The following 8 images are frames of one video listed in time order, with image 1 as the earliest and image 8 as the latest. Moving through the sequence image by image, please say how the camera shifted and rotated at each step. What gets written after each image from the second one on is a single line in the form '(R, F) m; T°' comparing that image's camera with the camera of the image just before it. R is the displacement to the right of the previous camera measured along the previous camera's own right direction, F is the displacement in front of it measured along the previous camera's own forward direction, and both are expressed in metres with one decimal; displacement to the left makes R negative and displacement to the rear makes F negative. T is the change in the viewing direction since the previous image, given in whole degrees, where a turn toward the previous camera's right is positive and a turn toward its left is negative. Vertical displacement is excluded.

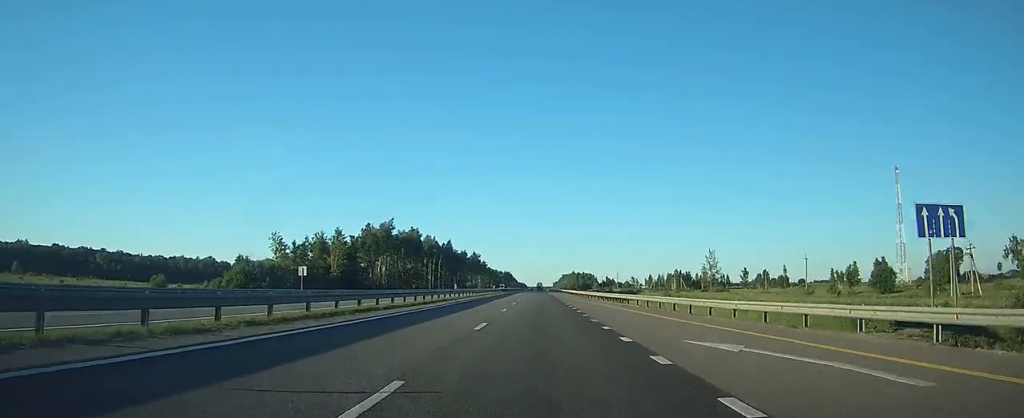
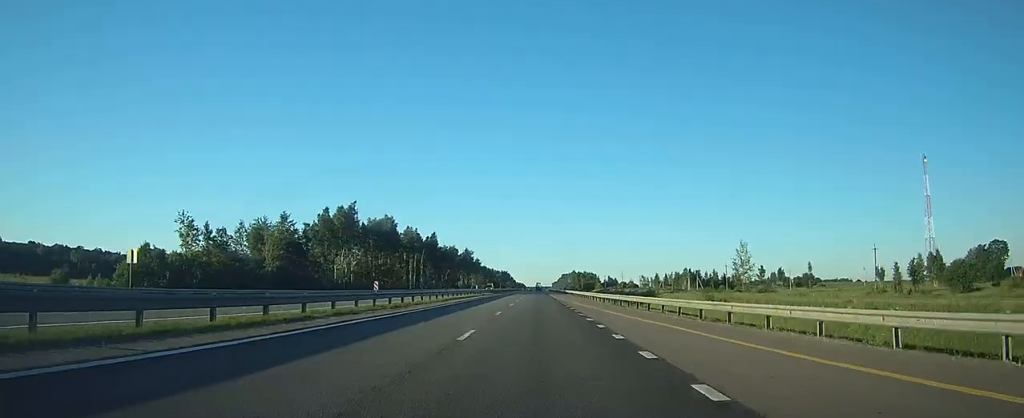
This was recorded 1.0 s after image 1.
(0.0, +26.9) m; 0°
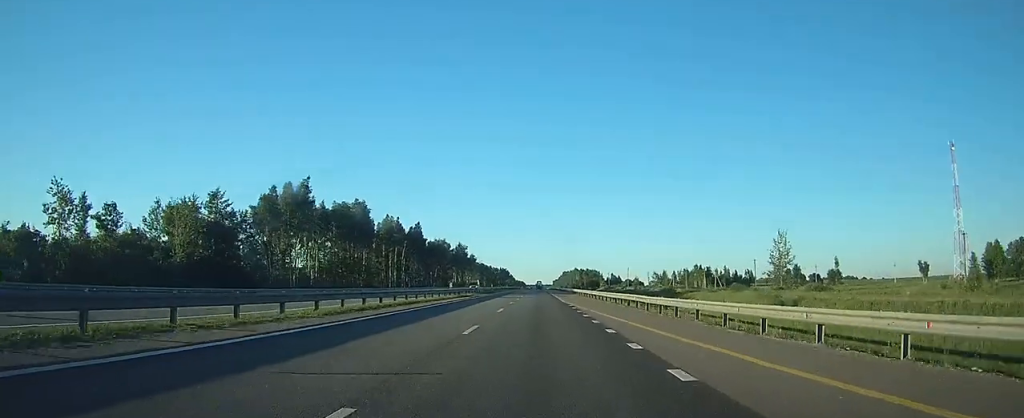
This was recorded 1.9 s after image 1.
(+0.1, +22.6) m; 0°
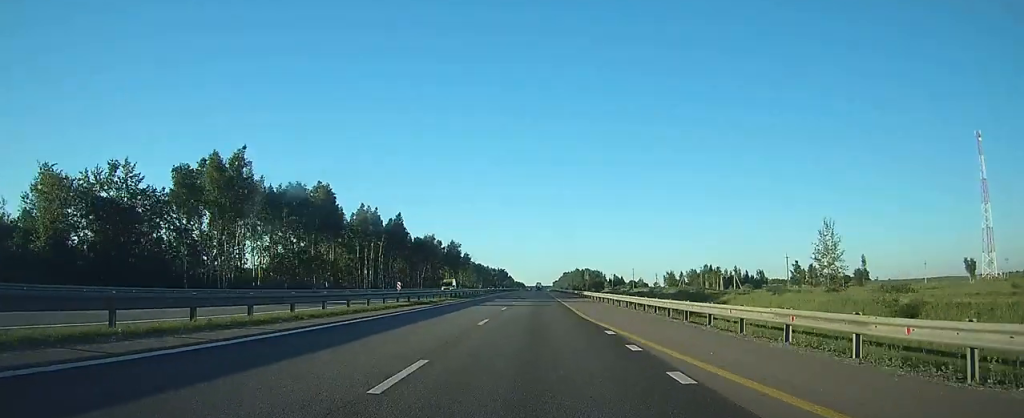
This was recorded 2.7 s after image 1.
(0.0, +20.0) m; 0°
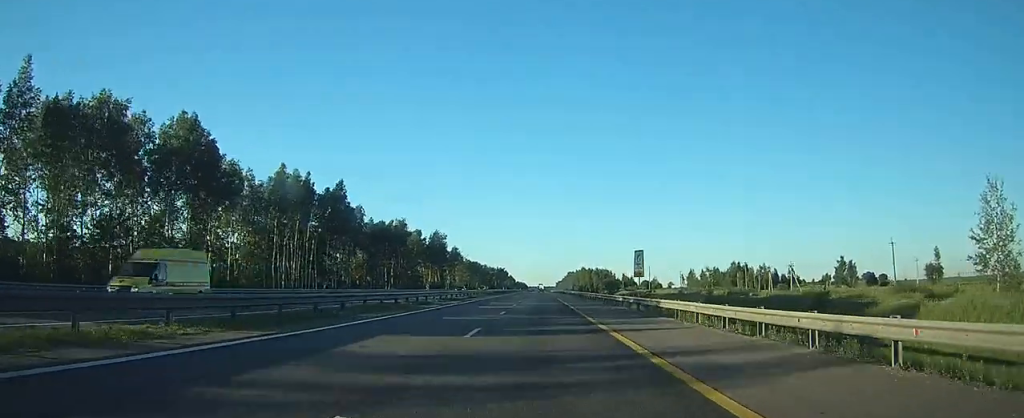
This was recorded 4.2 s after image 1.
(-0.2, +40.1) m; 0°
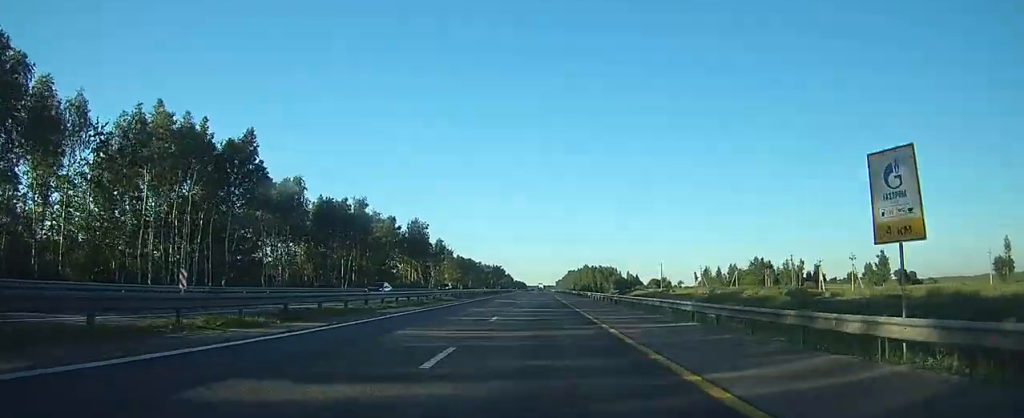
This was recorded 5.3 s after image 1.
(0.0, +29.6) m; 0°
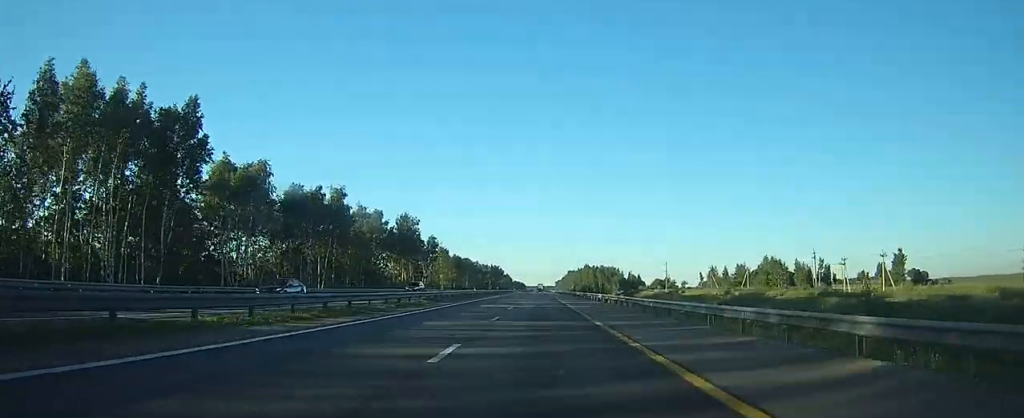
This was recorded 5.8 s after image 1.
(0.0, +11.3) m; 0°
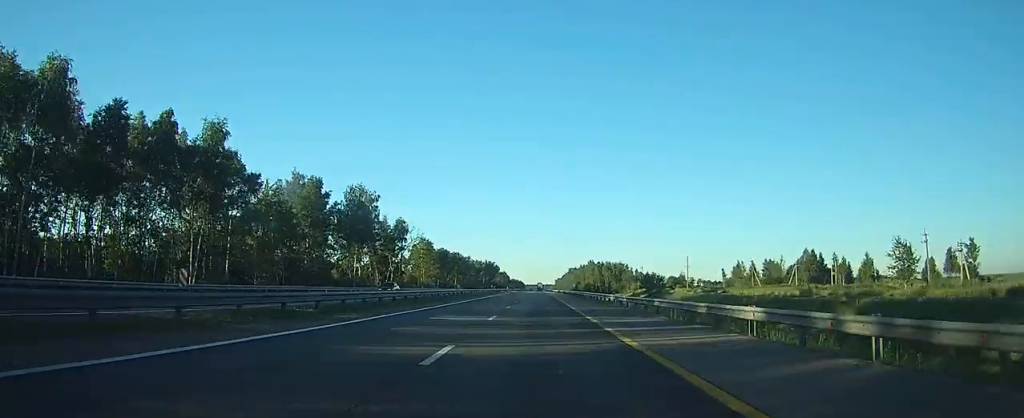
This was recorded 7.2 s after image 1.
(0.0, +36.5) m; 0°
